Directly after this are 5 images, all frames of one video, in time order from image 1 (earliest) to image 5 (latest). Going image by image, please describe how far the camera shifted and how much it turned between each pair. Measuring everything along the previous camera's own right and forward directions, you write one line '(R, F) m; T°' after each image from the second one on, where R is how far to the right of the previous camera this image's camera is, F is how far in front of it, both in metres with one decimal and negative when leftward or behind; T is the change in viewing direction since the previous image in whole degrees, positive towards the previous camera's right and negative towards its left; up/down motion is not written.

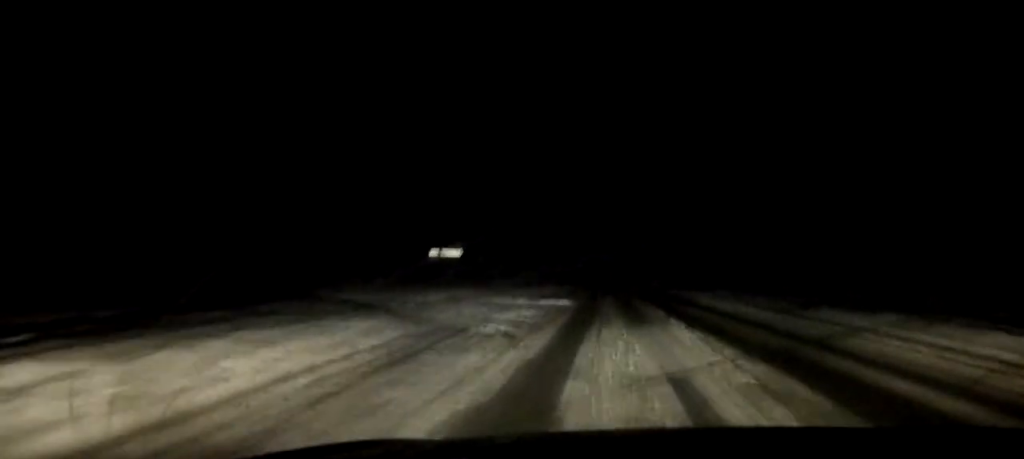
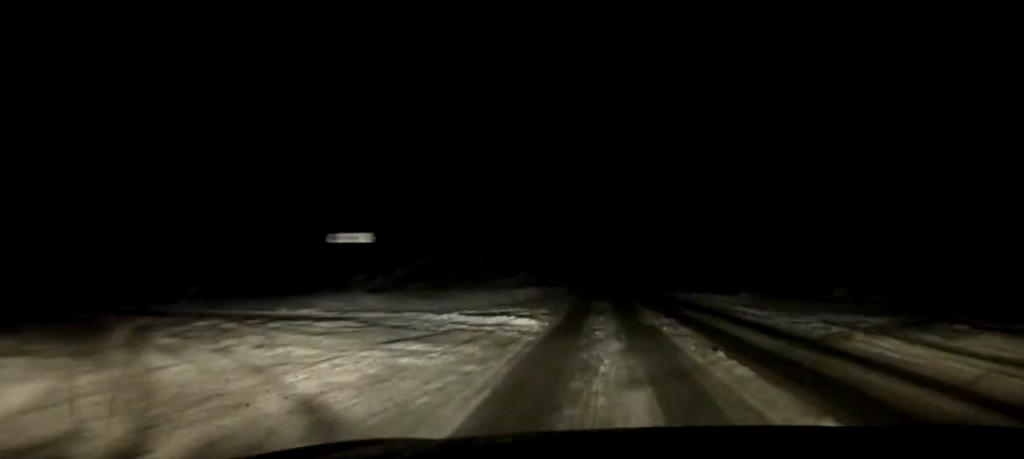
(-0.1, +13.9) m; 0°
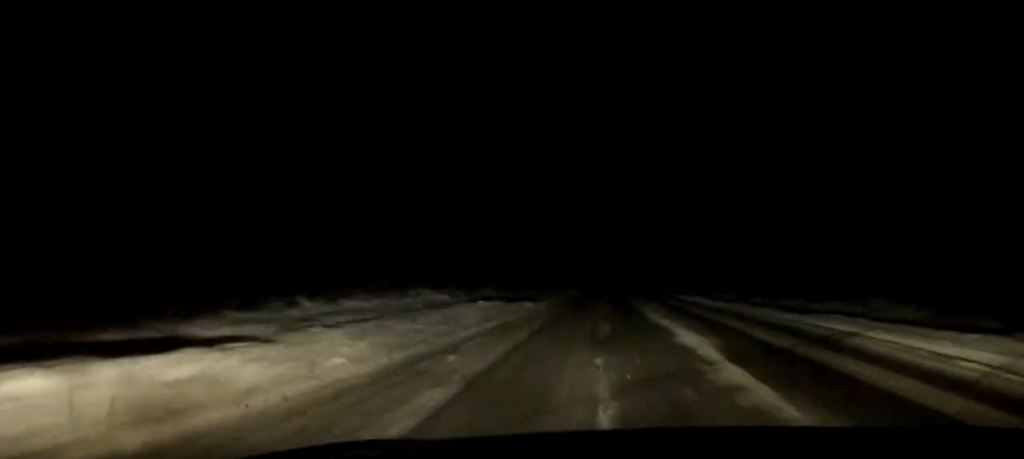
(+0.3, +53.6) m; 0°
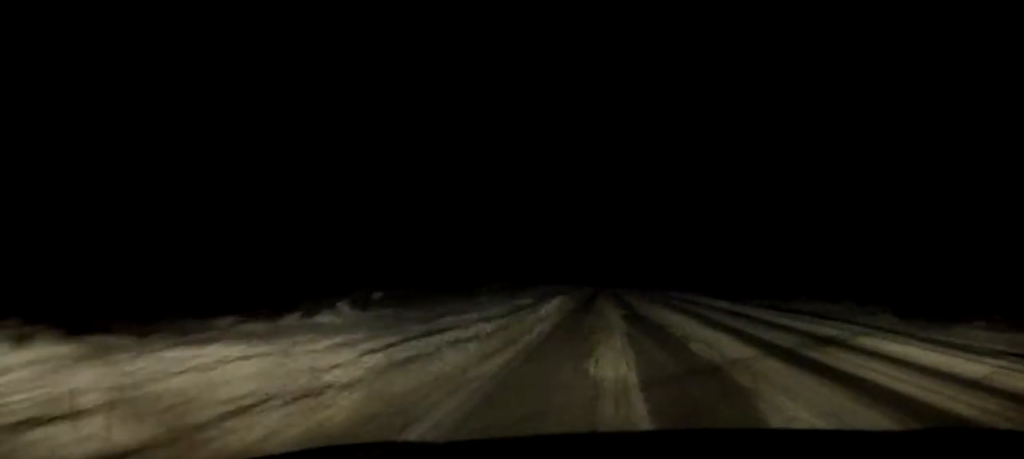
(-0.1, +28.0) m; -1°
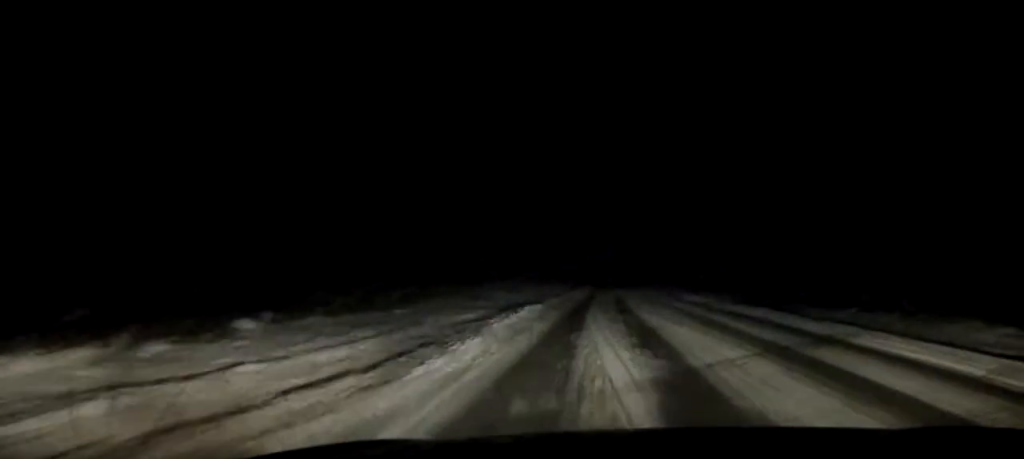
(-0.1, +15.6) m; +1°
